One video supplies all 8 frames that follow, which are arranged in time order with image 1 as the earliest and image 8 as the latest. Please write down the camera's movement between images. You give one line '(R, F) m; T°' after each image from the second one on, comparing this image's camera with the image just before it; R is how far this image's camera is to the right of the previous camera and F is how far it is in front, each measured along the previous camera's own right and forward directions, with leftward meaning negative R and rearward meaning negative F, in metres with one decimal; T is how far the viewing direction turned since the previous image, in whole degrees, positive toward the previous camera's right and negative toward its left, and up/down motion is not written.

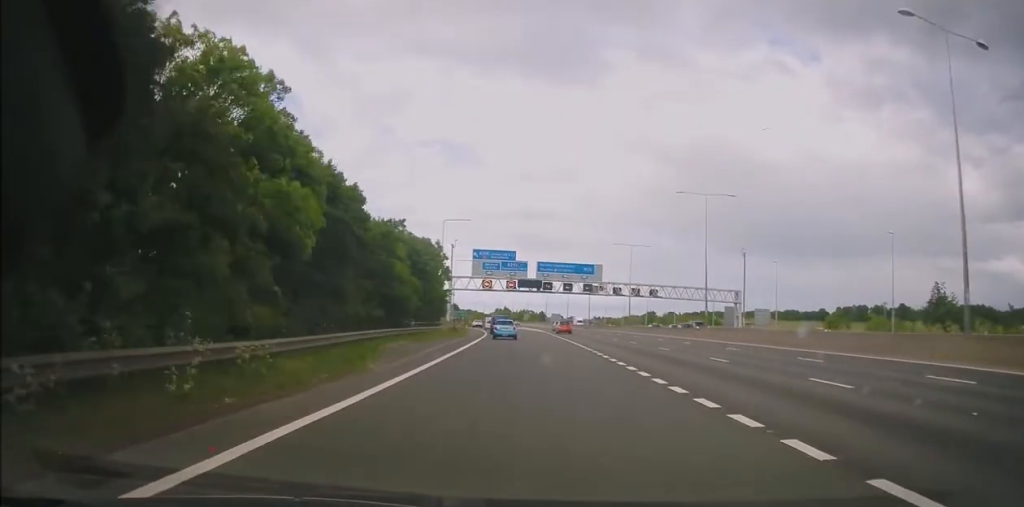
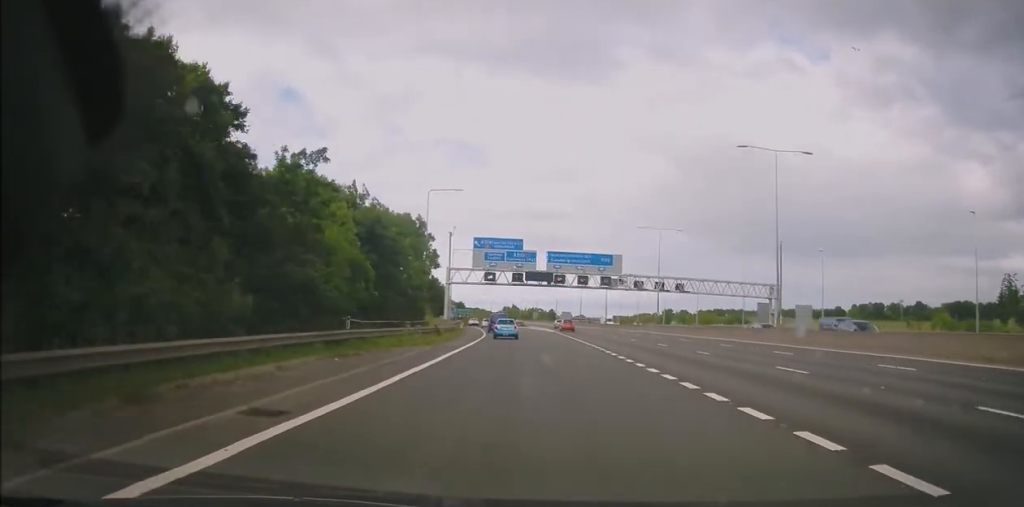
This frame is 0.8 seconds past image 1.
(+0.3, +14.7) m; -1°
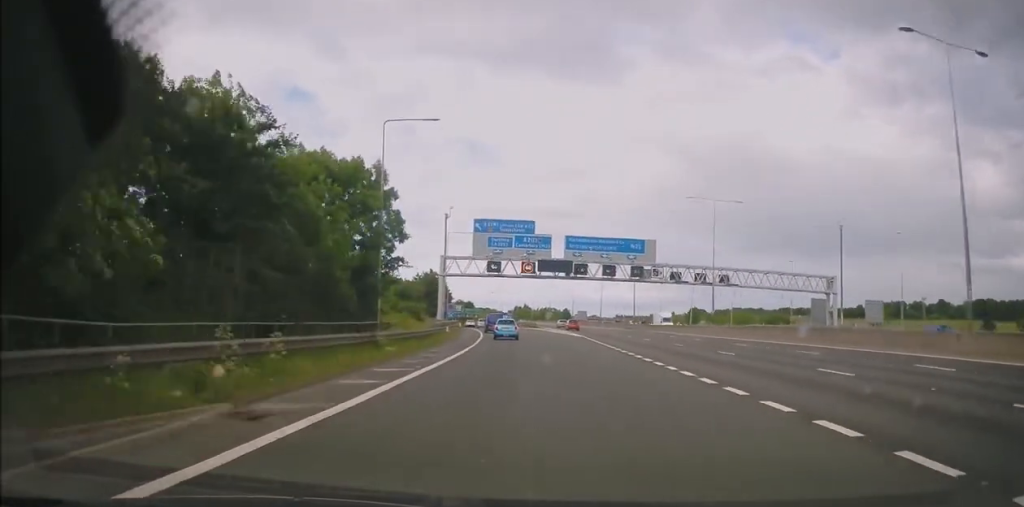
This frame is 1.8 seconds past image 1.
(-0.6, +18.8) m; -2°
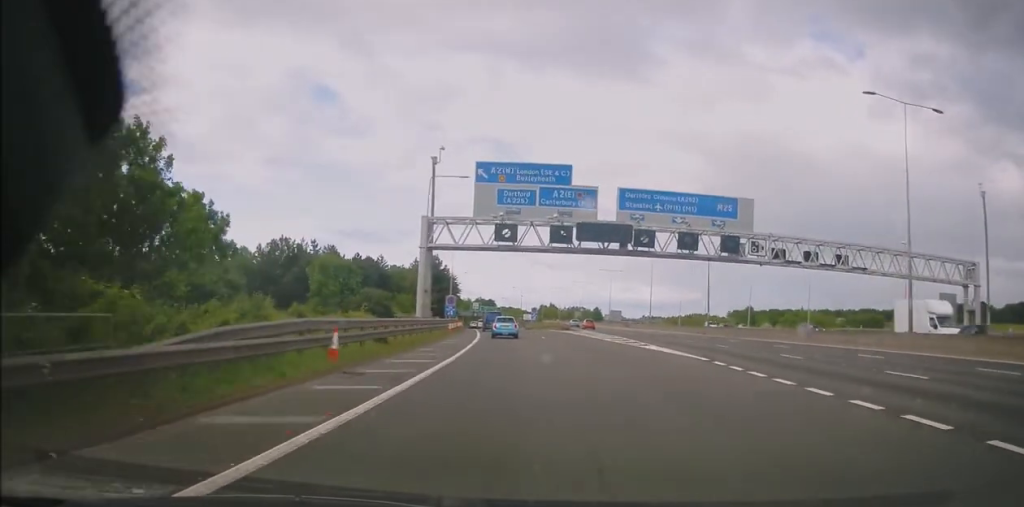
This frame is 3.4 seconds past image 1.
(-0.4, +29.2) m; -2°
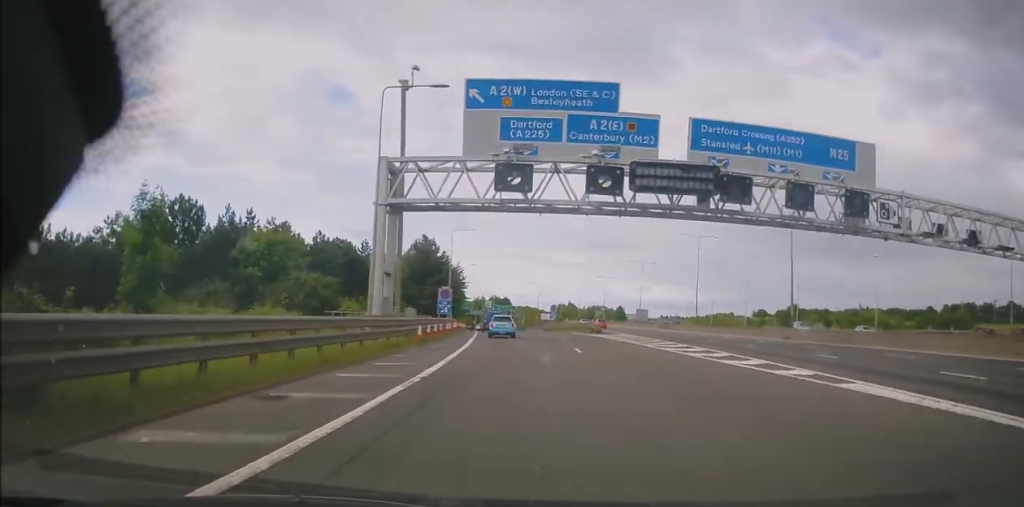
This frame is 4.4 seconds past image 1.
(-0.1, +19.0) m; -2°
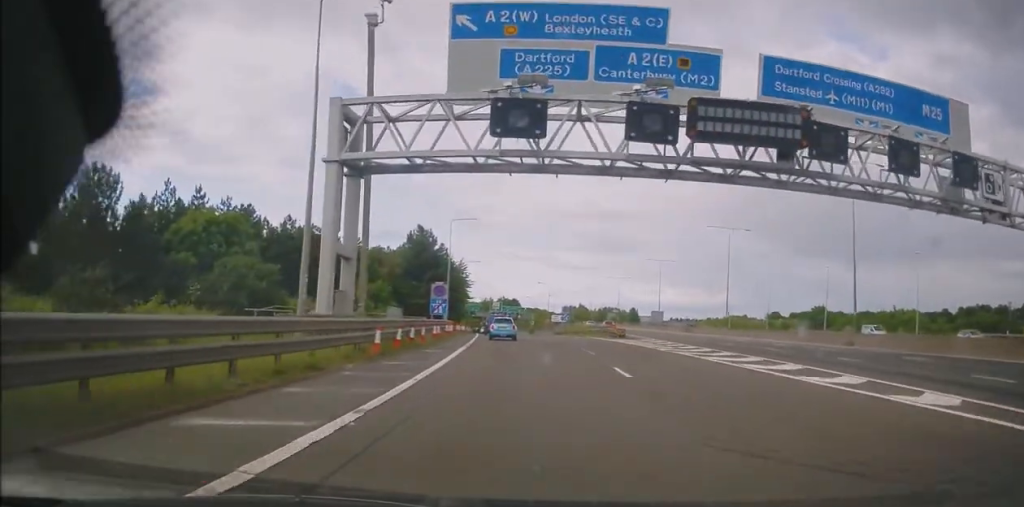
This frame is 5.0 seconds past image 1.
(-0.1, +9.3) m; -1°
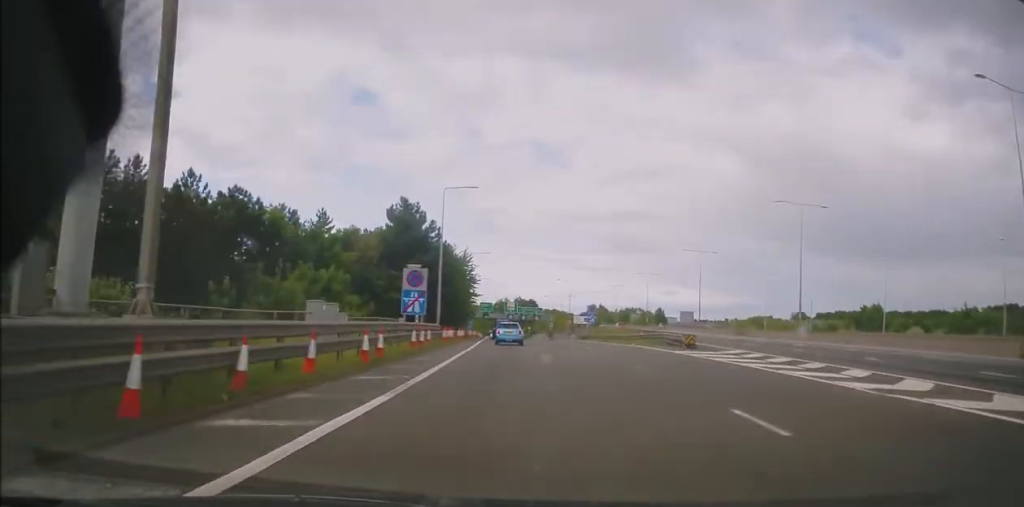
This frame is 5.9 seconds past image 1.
(-0.4, +16.0) m; -1°
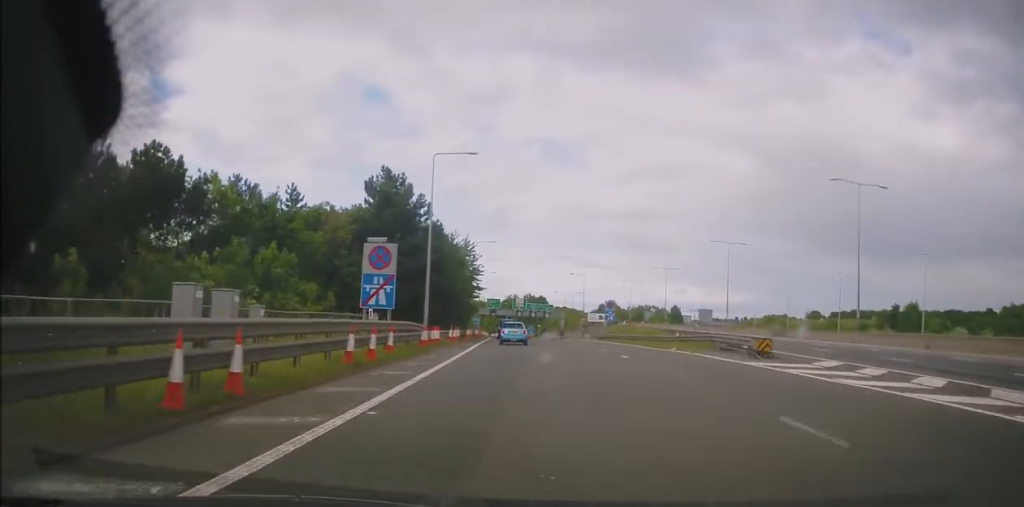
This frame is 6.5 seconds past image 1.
(+0.2, +9.4) m; -1°
